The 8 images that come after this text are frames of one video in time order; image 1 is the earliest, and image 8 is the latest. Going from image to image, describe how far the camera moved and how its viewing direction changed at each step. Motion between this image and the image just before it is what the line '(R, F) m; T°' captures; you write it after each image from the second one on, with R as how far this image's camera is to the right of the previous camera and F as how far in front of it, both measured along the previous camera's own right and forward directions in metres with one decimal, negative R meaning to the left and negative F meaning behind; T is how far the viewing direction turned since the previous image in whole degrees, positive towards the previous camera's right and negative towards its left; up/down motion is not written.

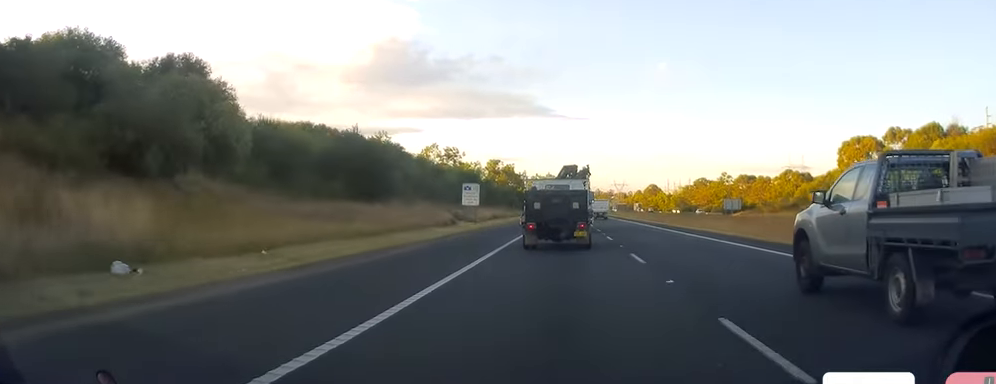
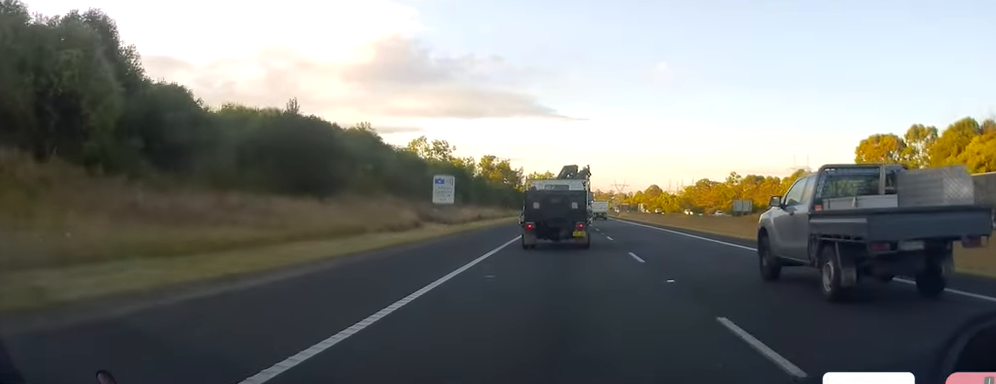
(0.0, +11.9) m; 0°
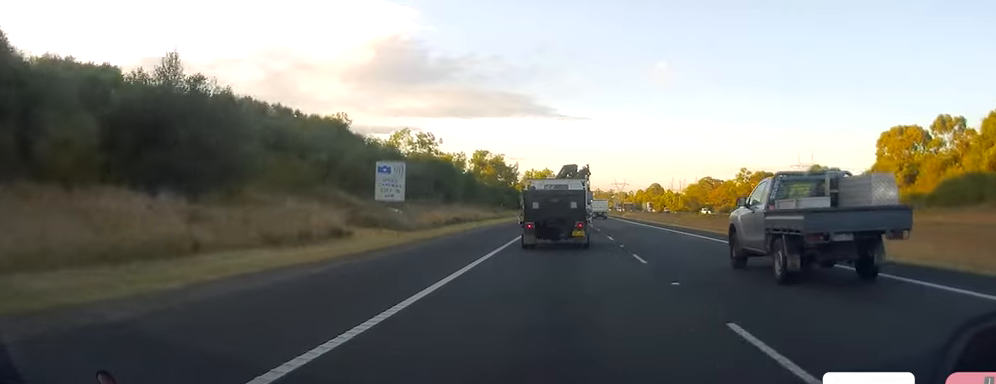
(+0.2, +12.7) m; 0°
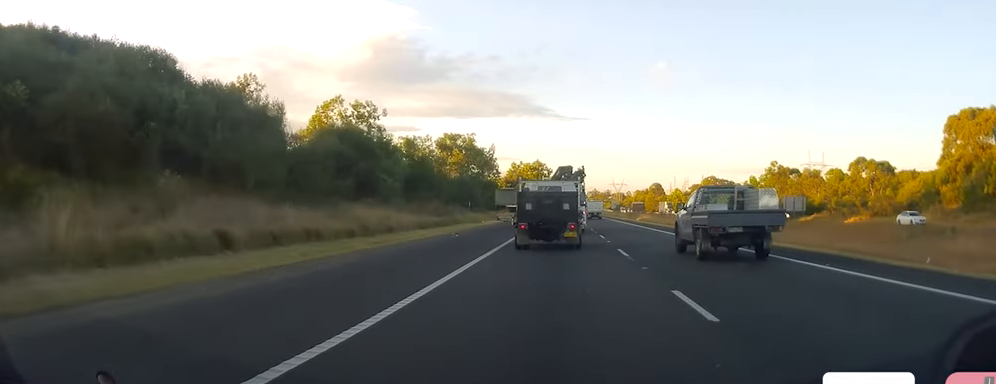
(+0.2, +32.5) m; -1°
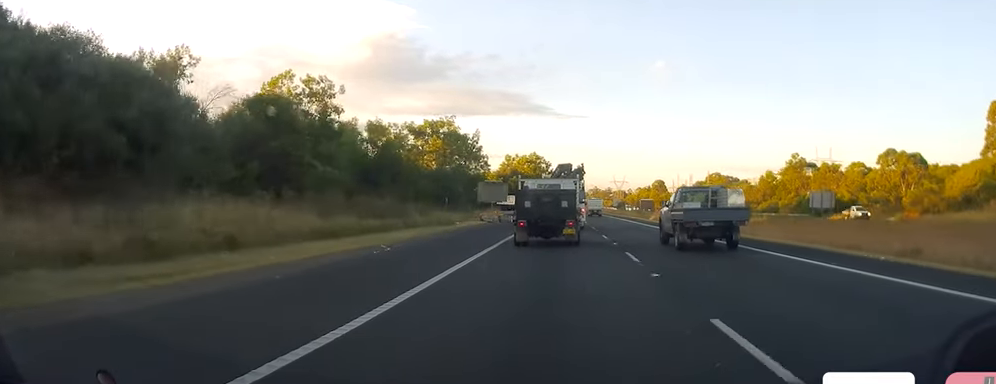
(-0.3, +15.2) m; 0°
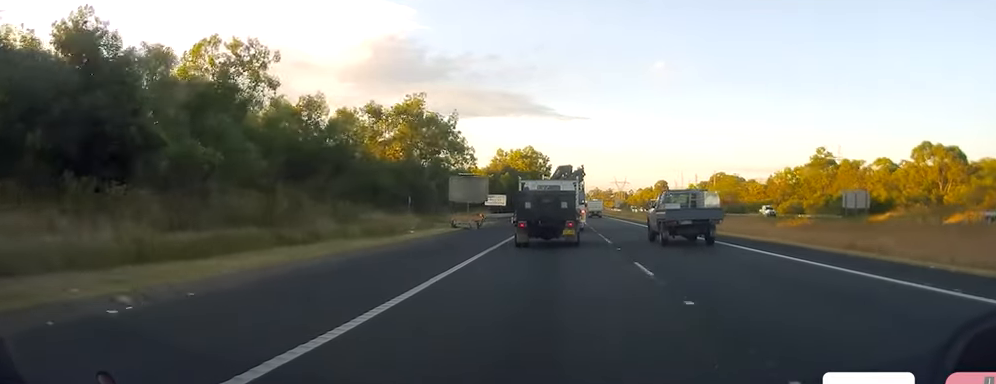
(-0.5, +15.2) m; 0°
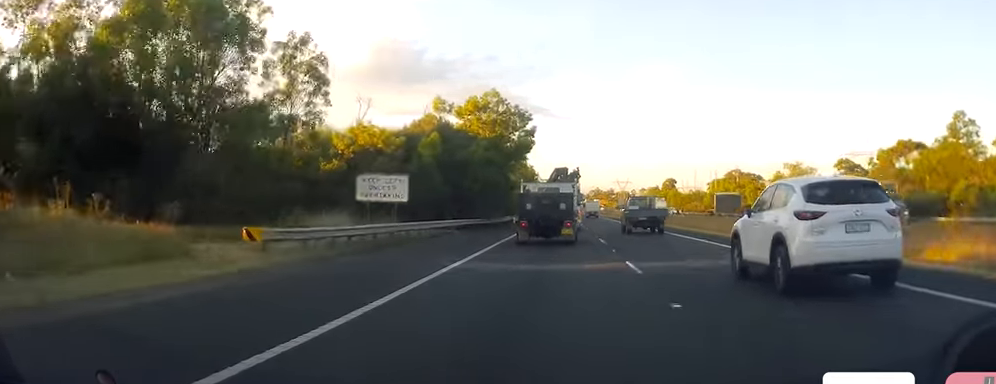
(+0.5, +51.1) m; +1°
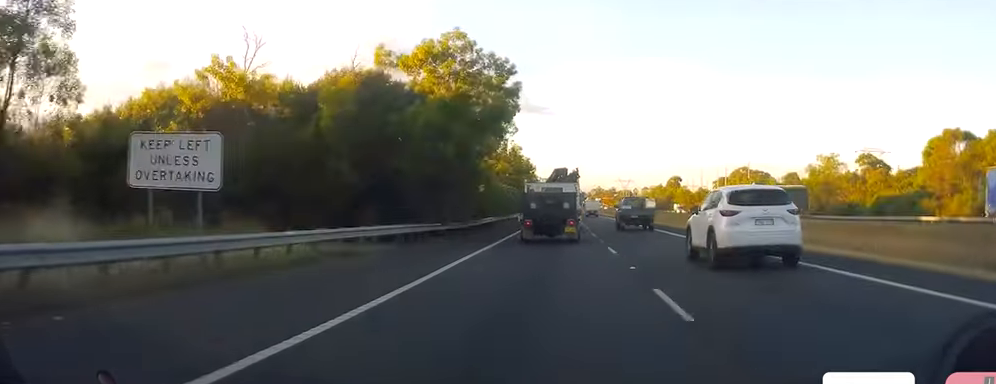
(+0.4, +18.2) m; +1°
